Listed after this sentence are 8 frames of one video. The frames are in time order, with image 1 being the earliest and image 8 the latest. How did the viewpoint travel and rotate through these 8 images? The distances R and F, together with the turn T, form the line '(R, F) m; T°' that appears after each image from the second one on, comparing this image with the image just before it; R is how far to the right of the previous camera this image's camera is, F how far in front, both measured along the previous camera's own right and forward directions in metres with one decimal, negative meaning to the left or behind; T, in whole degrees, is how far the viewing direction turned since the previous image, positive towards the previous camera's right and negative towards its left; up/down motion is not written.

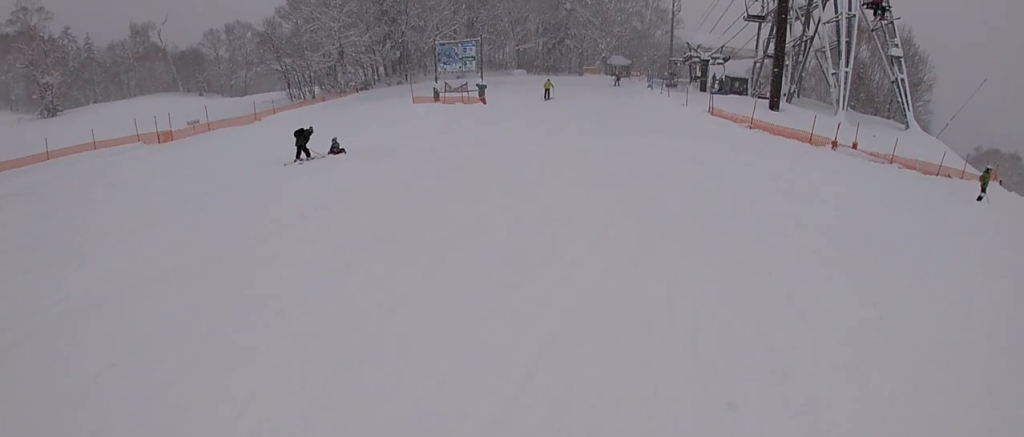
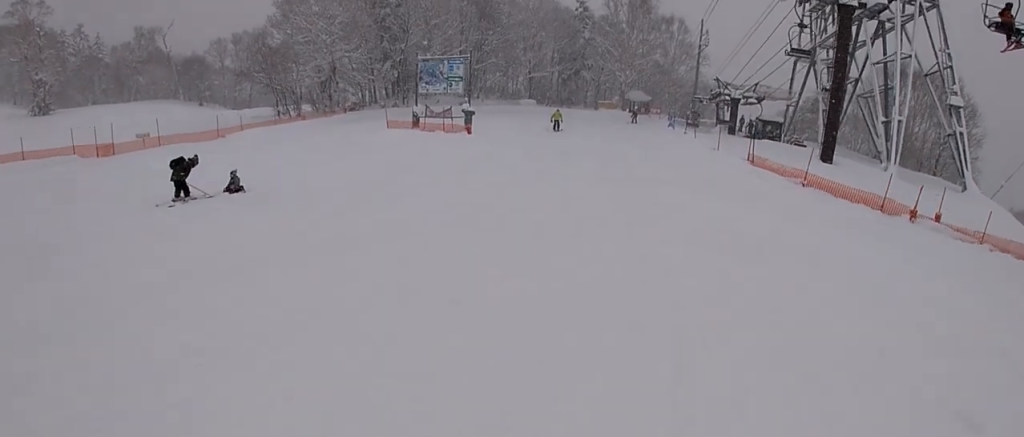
(+0.1, +6.4) m; -3°
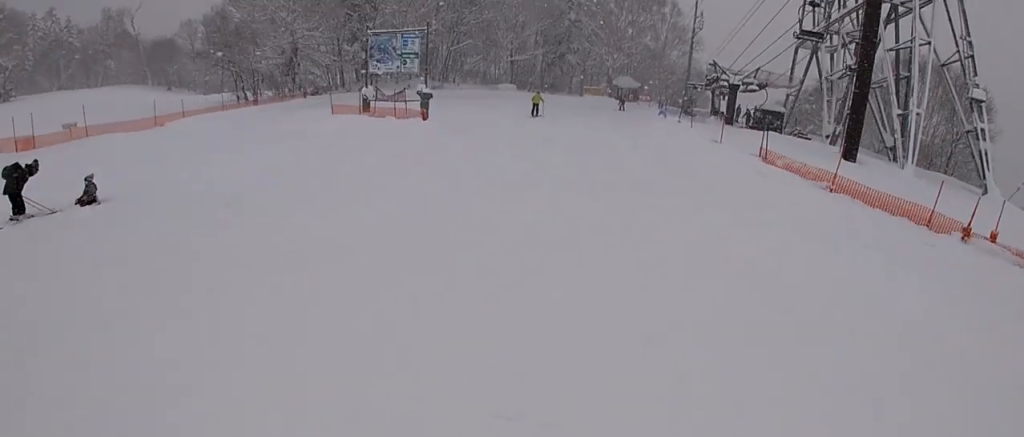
(-0.7, +4.3) m; +1°
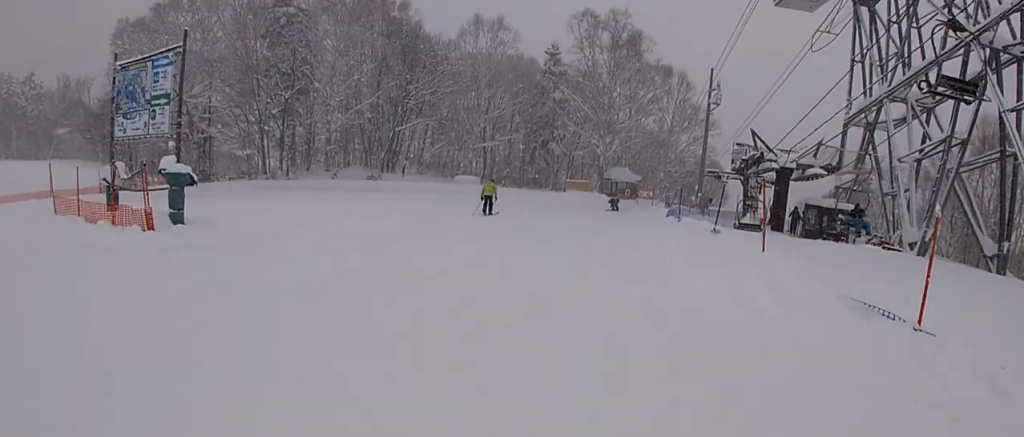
(+1.7, +13.4) m; +9°
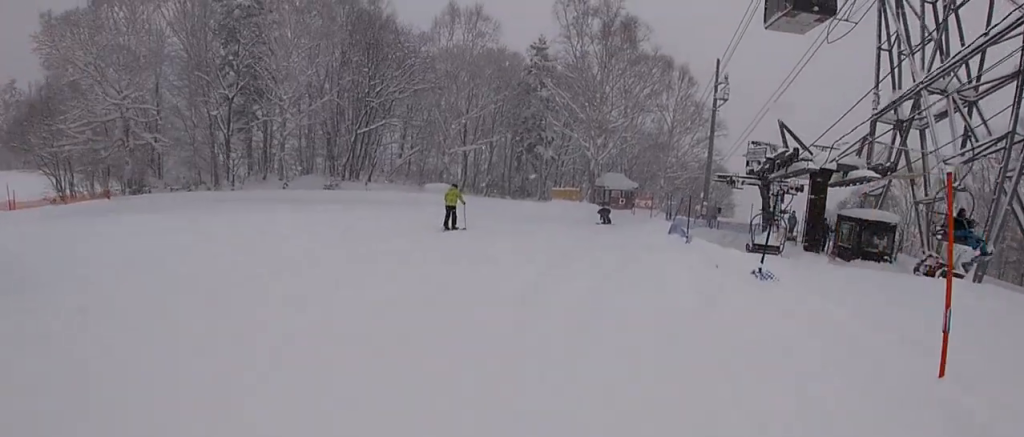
(+0.2, +5.2) m; -7°
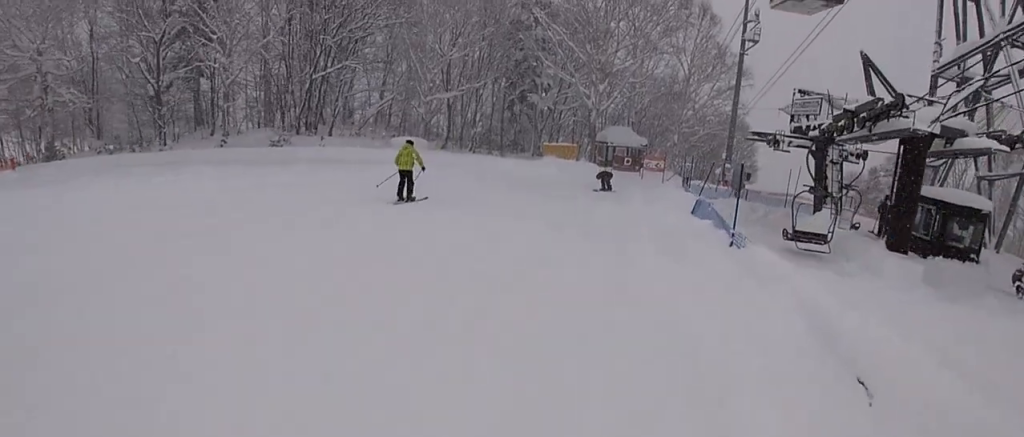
(-1.0, +5.4) m; 0°
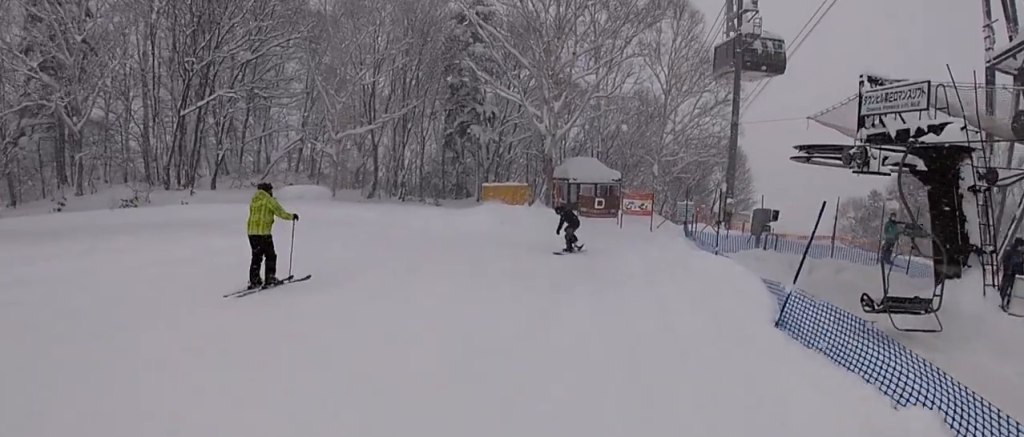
(+0.9, +7.9) m; 0°
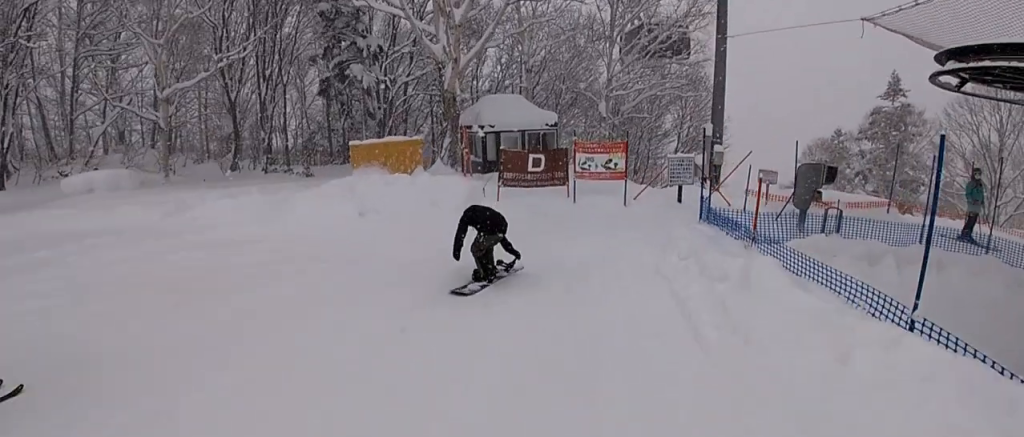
(-1.3, +6.7) m; +1°
